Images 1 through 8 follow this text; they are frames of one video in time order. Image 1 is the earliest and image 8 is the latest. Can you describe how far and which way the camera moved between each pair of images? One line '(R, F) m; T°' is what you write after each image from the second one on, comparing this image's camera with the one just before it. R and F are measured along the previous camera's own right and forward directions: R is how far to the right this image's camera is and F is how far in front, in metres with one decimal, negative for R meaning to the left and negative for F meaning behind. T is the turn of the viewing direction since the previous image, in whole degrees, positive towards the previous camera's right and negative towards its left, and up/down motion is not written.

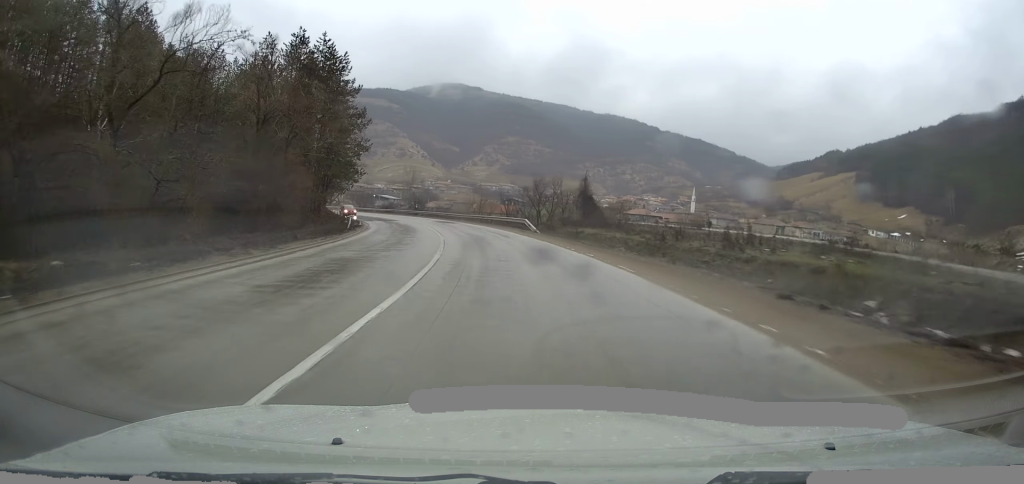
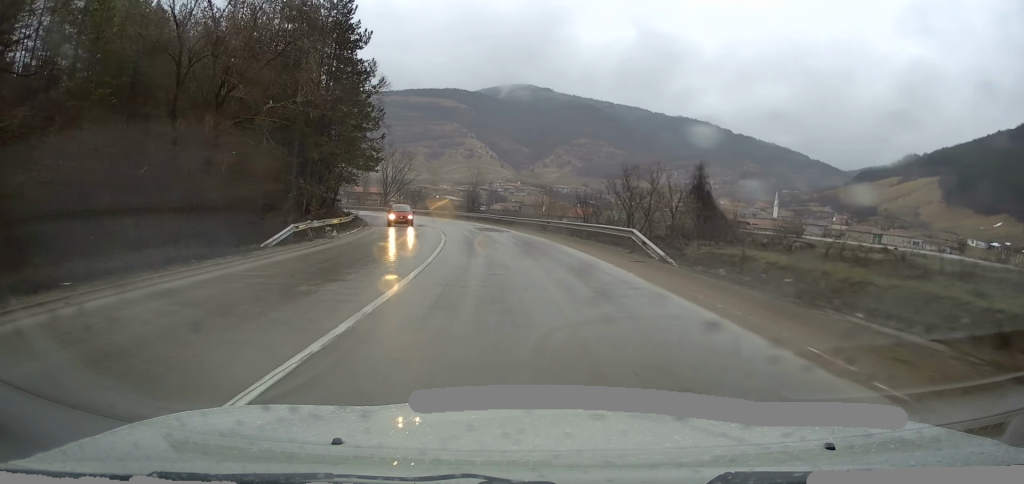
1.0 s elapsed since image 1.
(-1.2, +20.4) m; -7°
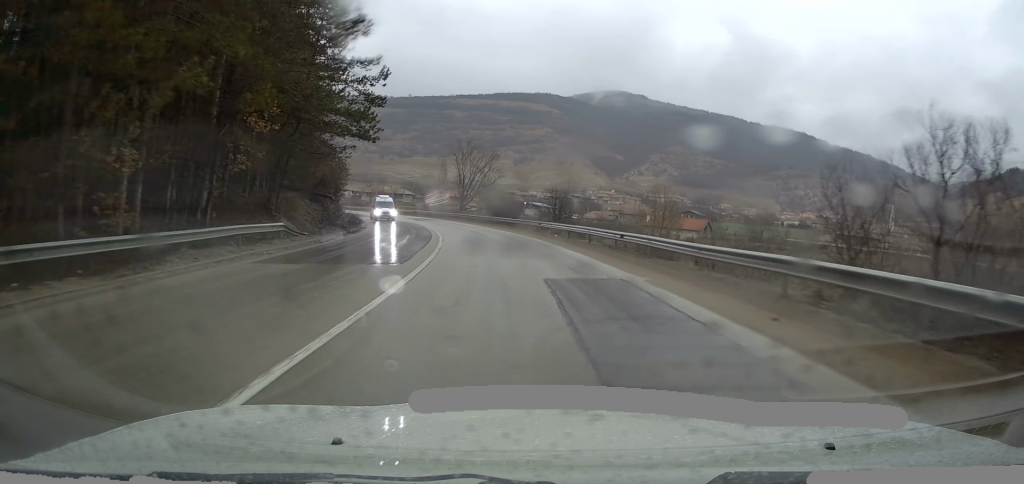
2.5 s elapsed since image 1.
(-2.5, +29.8) m; -9°
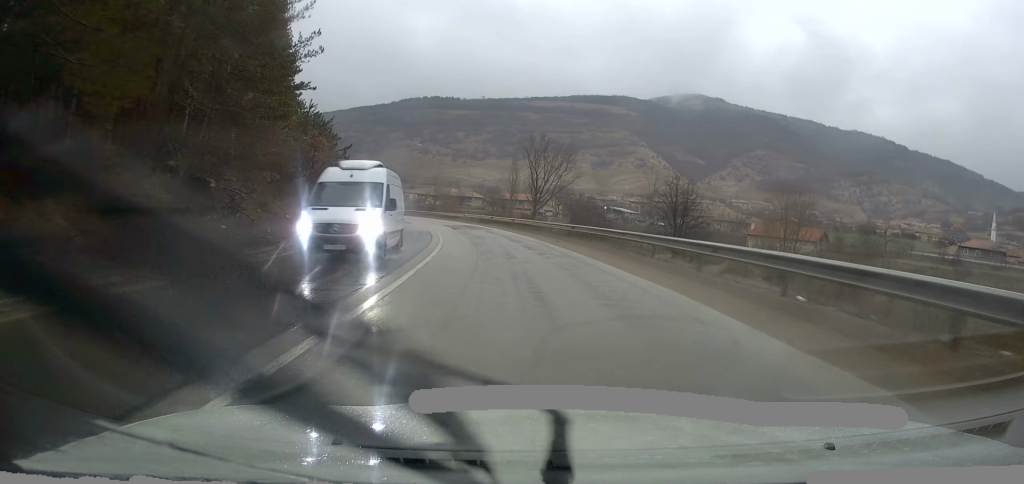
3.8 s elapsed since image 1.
(-1.4, +24.0) m; -7°
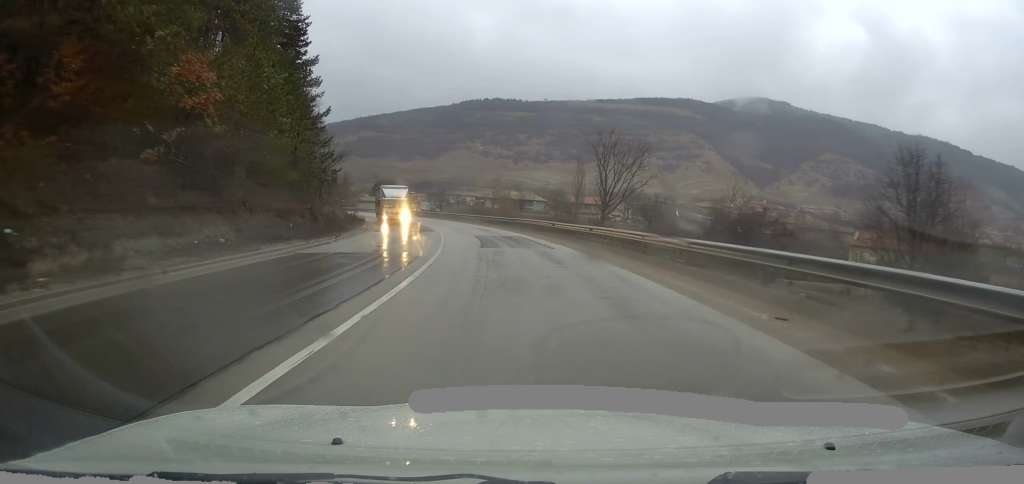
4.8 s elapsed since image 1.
(-0.9, +18.9) m; -6°
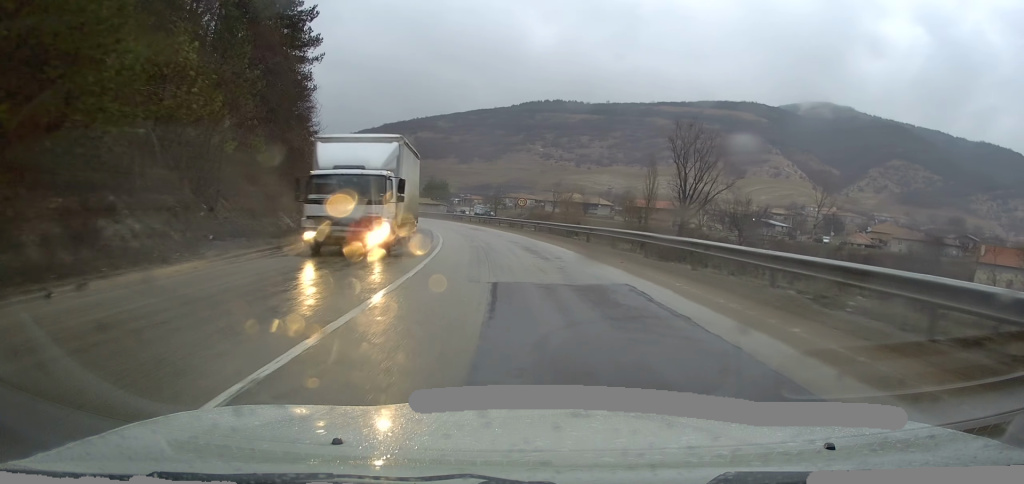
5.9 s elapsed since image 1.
(-1.1, +20.2) m; -5°
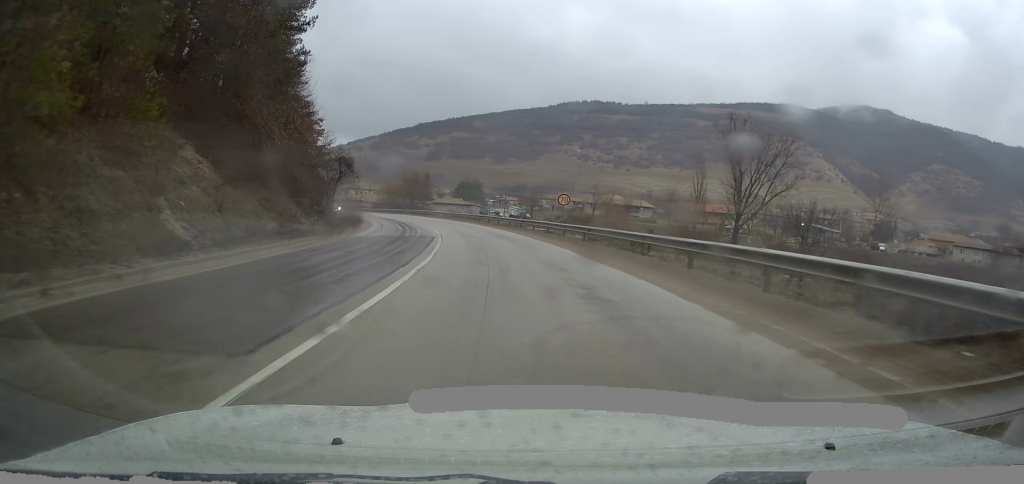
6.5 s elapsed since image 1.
(-0.2, +11.5) m; -3°
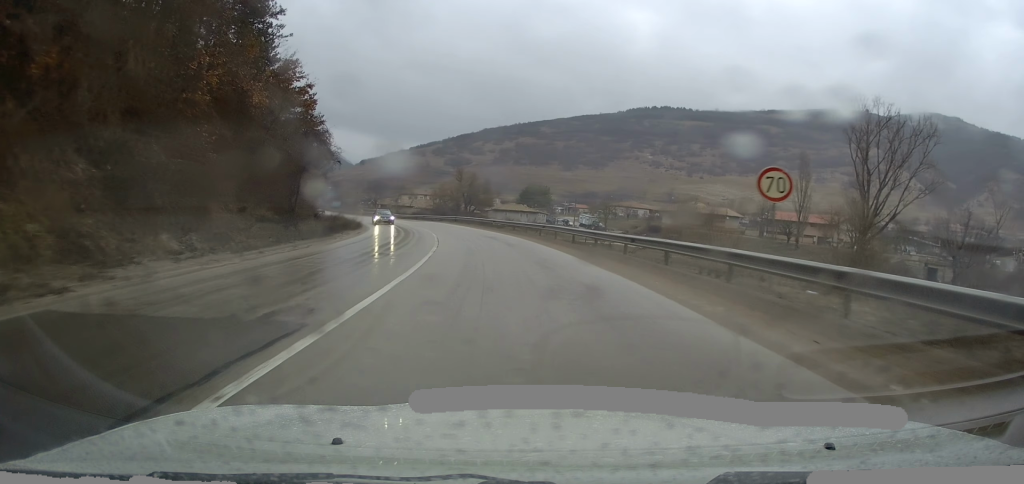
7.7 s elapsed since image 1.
(-1.2, +22.3) m; -6°
